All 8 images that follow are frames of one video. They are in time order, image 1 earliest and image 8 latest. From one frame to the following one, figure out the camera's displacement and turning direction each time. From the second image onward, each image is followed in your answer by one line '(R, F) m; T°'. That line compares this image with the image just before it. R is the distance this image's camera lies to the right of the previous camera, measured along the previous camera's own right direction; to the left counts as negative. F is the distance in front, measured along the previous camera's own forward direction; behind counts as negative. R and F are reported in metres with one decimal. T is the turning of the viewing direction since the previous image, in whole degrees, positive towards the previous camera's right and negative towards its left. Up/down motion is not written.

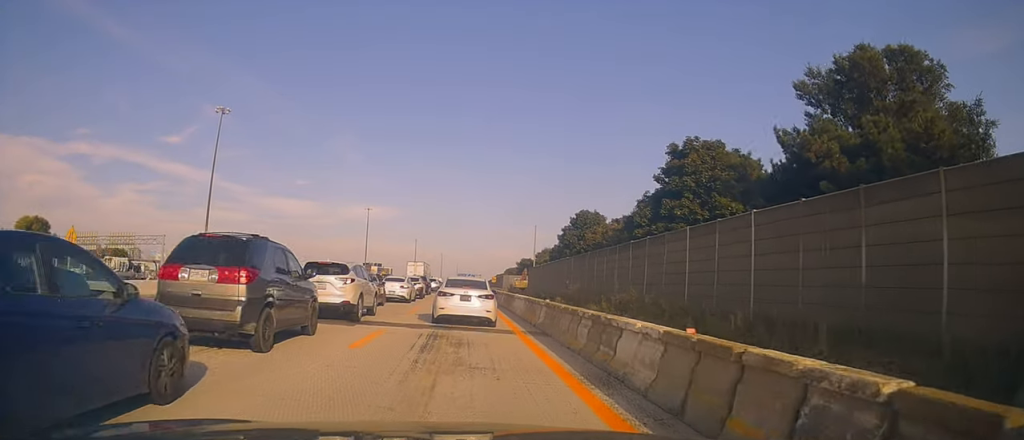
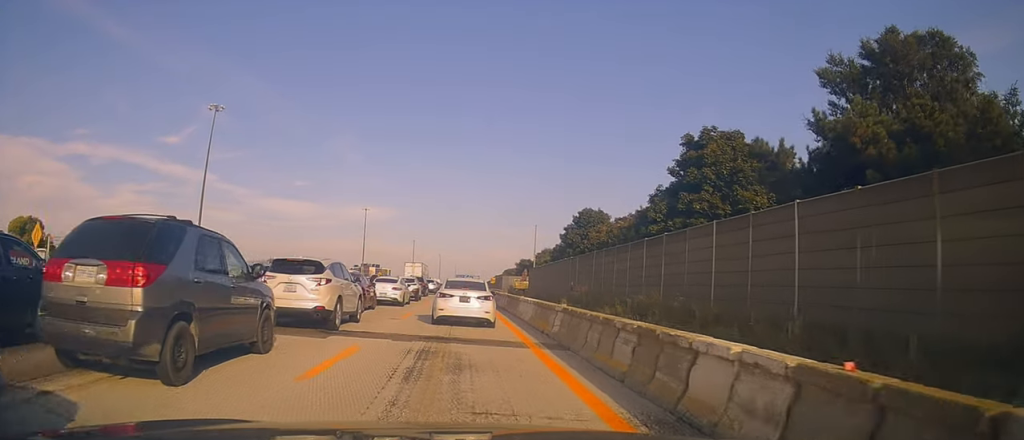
(+0.2, +3.1) m; 0°
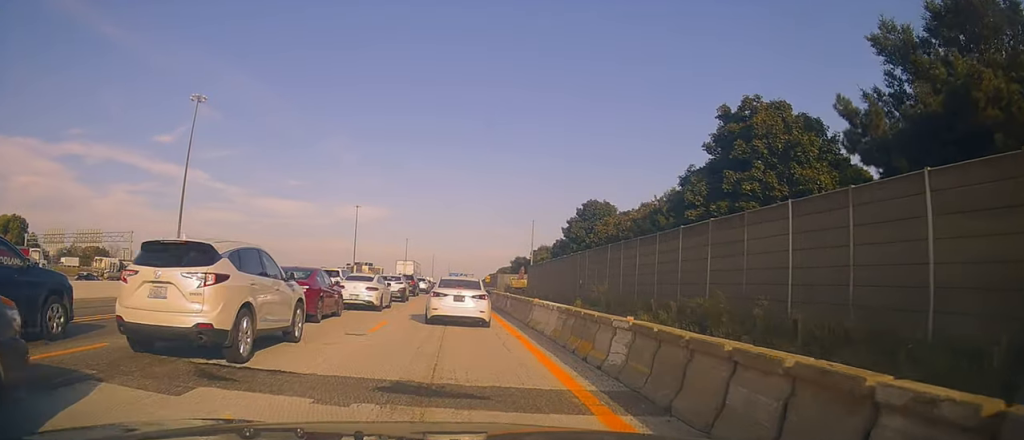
(-0.5, +6.0) m; -4°
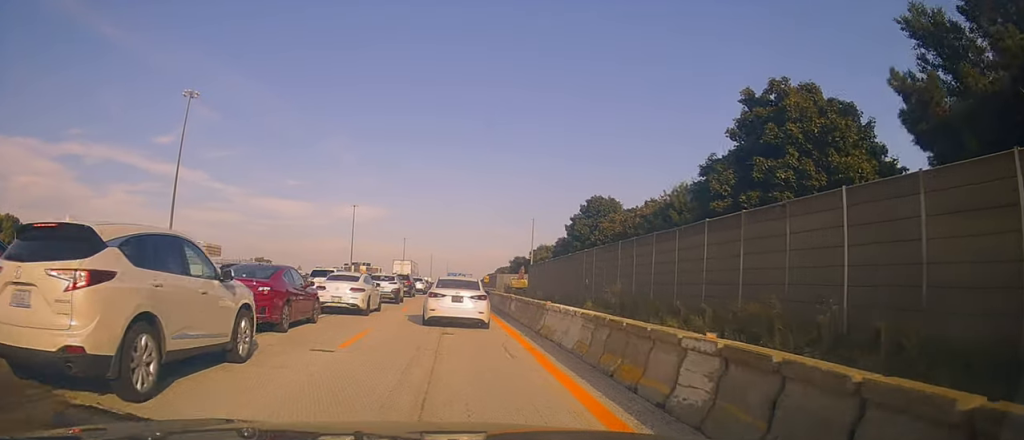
(0.0, +2.9) m; +1°
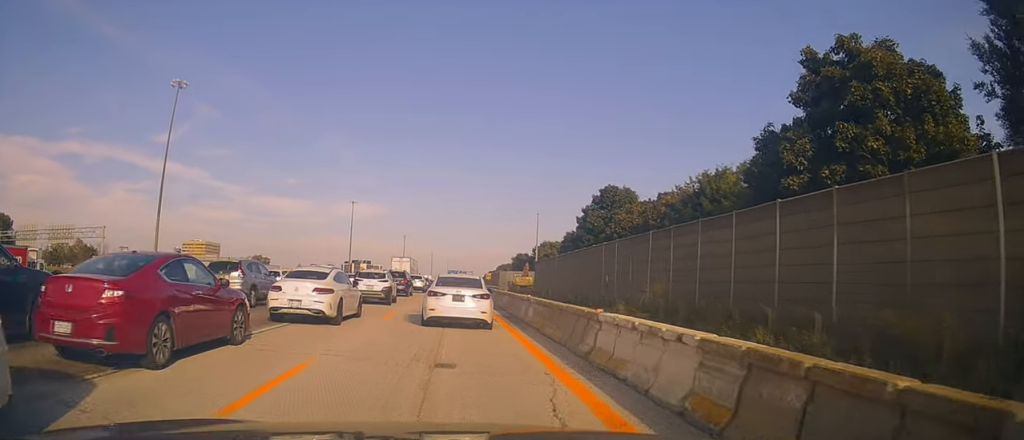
(+0.1, +5.7) m; +3°
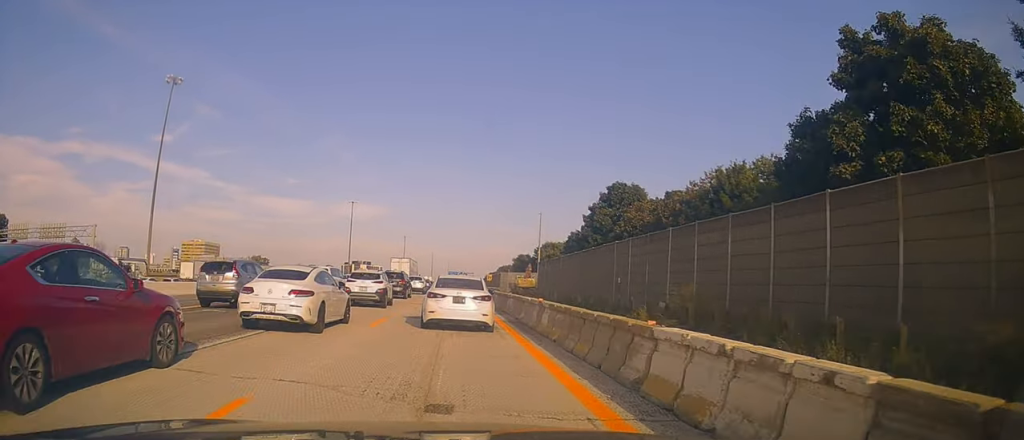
(+0.2, +3.0) m; 0°
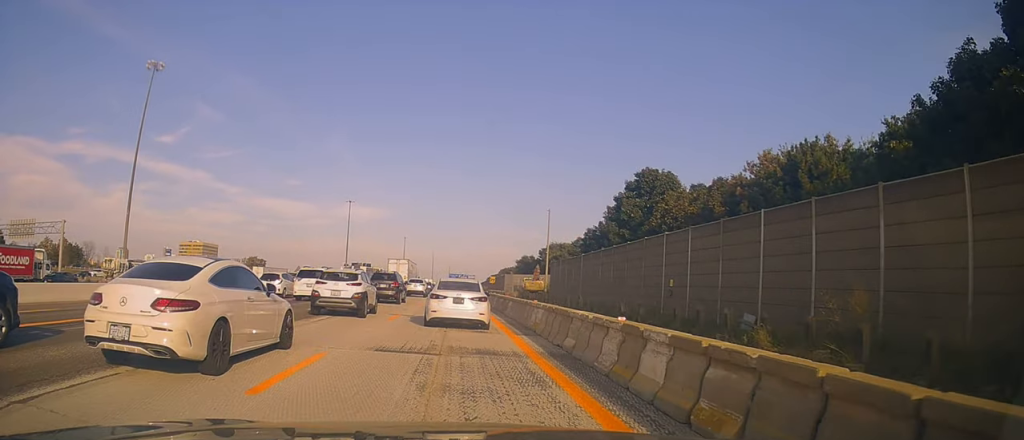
(-0.2, +9.7) m; +1°
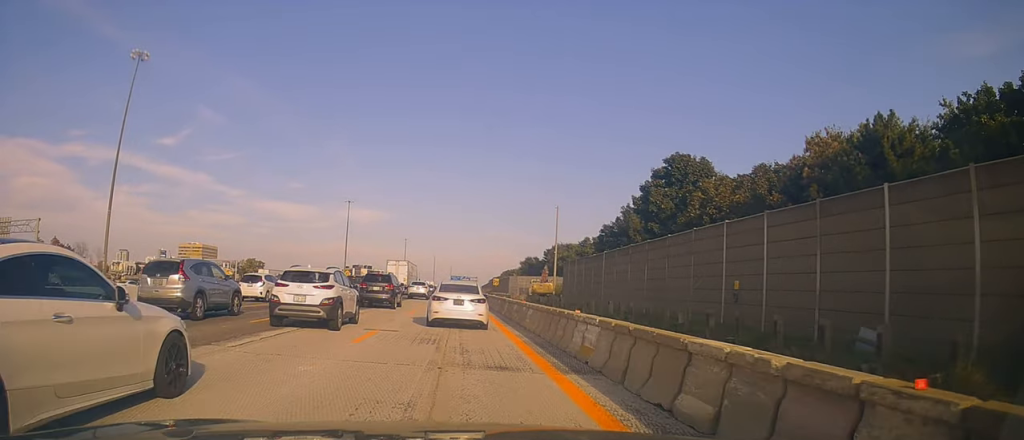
(+0.3, +5.6) m; -2°
